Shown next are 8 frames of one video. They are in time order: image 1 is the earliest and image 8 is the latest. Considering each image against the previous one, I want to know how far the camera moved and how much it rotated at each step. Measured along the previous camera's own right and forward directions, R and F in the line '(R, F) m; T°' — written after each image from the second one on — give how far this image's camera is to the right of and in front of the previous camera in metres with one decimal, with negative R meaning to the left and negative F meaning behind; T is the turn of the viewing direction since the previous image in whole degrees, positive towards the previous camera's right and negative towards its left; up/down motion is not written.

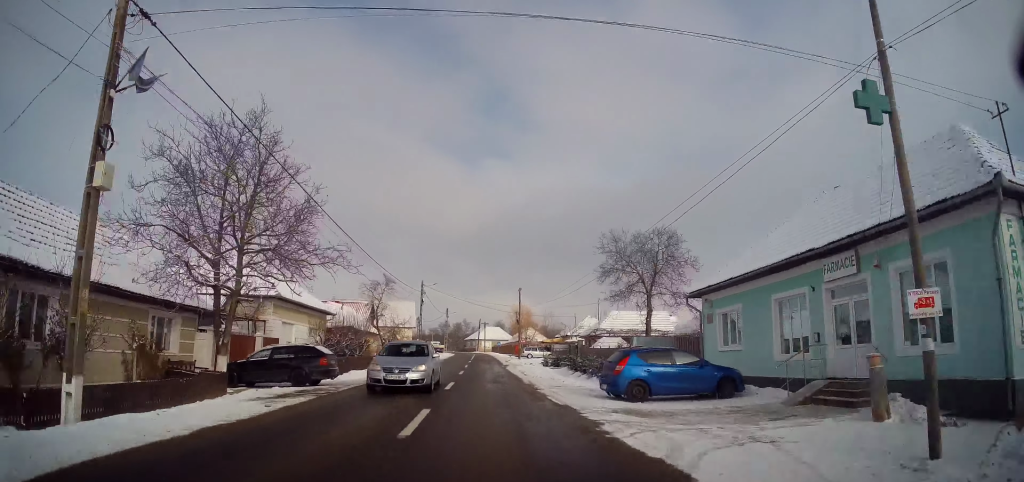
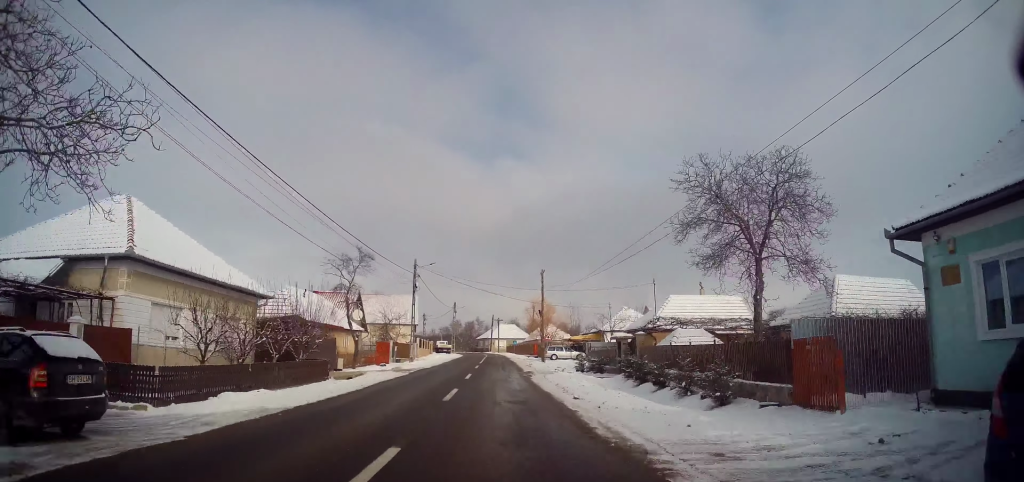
(0.0, +12.8) m; 0°
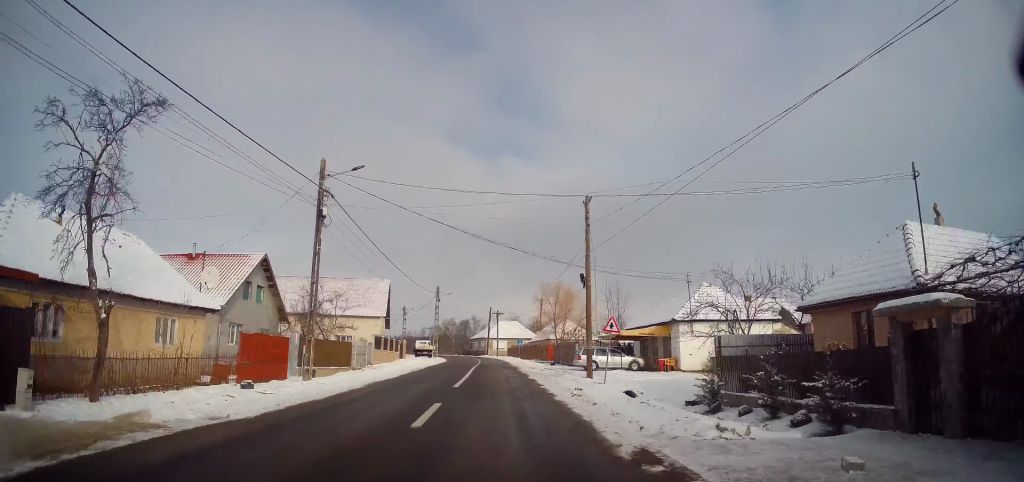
(-0.2, +22.2) m; -1°
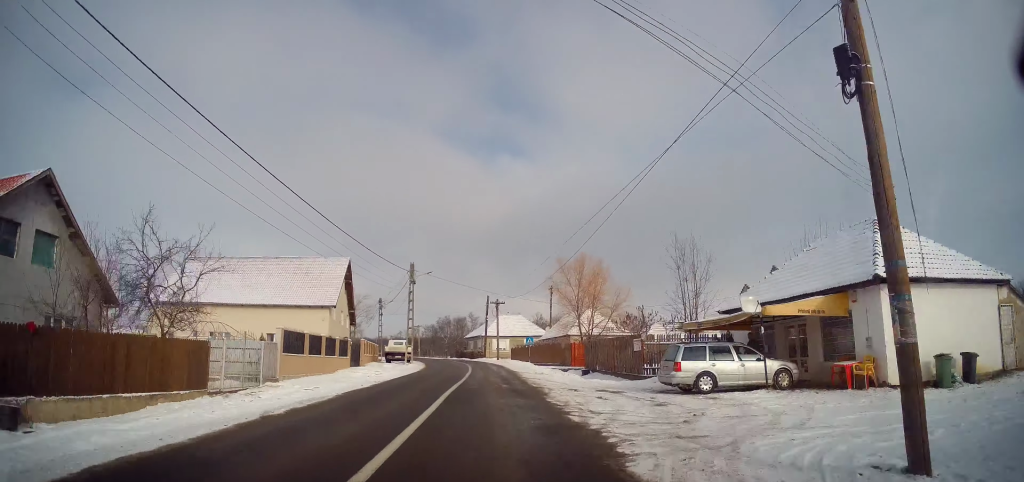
(-0.1, +17.7) m; 0°
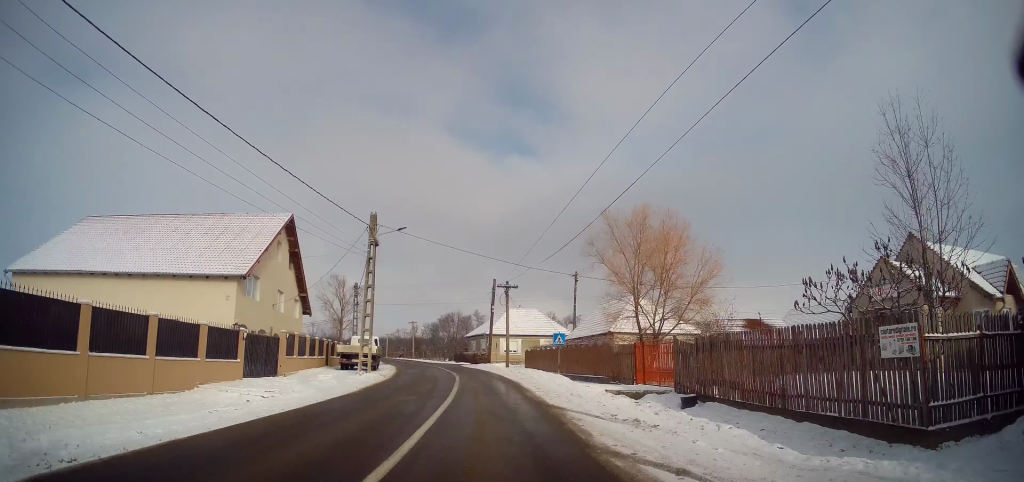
(+0.1, +15.9) m; -1°
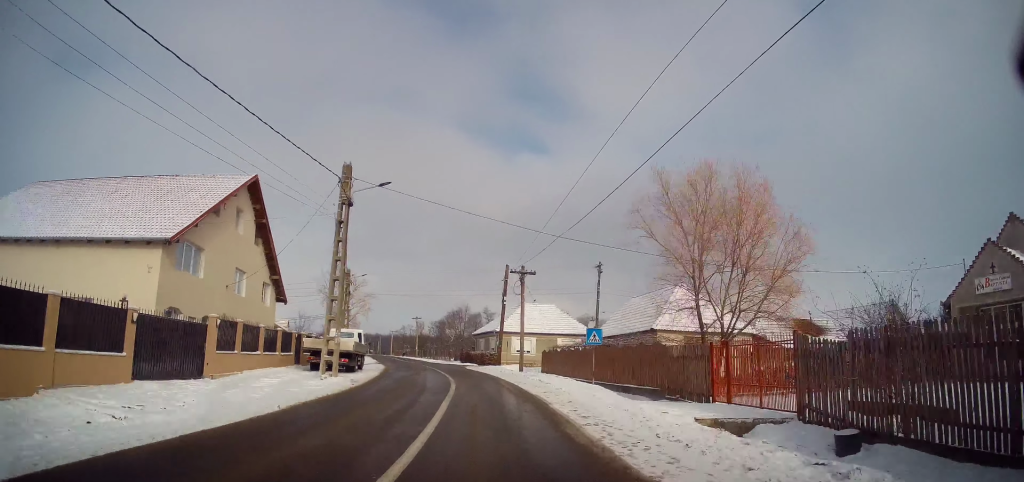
(-0.1, +7.1) m; -1°
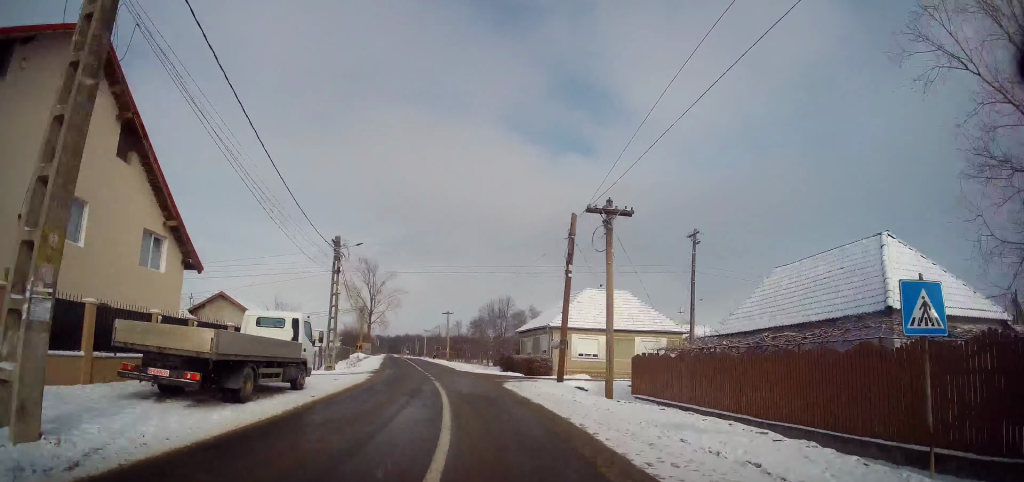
(-0.3, +14.7) m; -4°
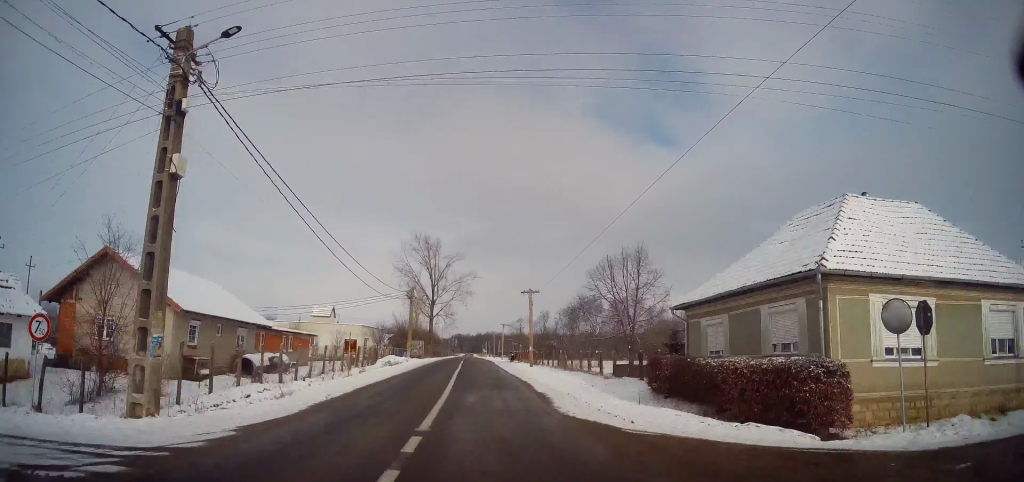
(-1.6, +23.4) m; -8°
